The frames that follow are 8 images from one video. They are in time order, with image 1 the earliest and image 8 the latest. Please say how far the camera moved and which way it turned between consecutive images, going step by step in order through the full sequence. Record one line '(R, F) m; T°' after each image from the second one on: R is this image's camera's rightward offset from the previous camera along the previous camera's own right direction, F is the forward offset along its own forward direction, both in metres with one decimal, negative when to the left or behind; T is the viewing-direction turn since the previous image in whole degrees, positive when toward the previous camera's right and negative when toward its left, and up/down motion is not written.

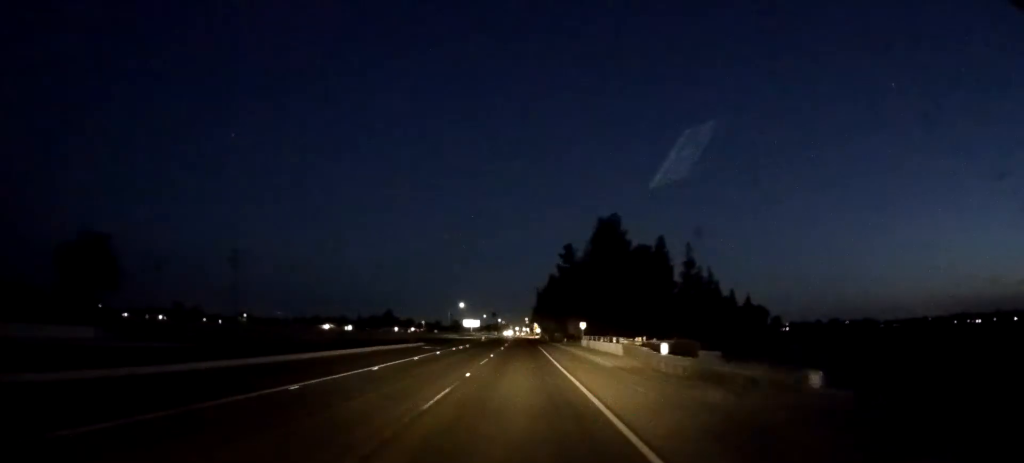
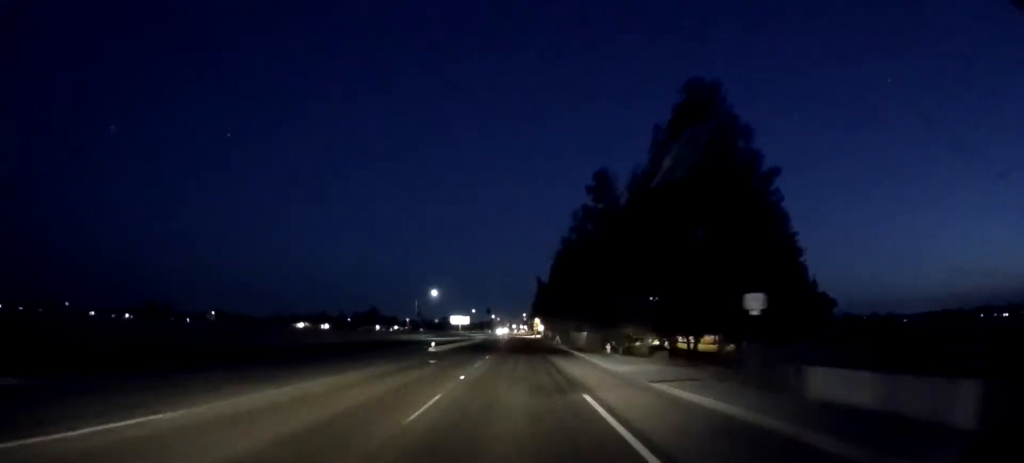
(-1.0, +44.9) m; -1°
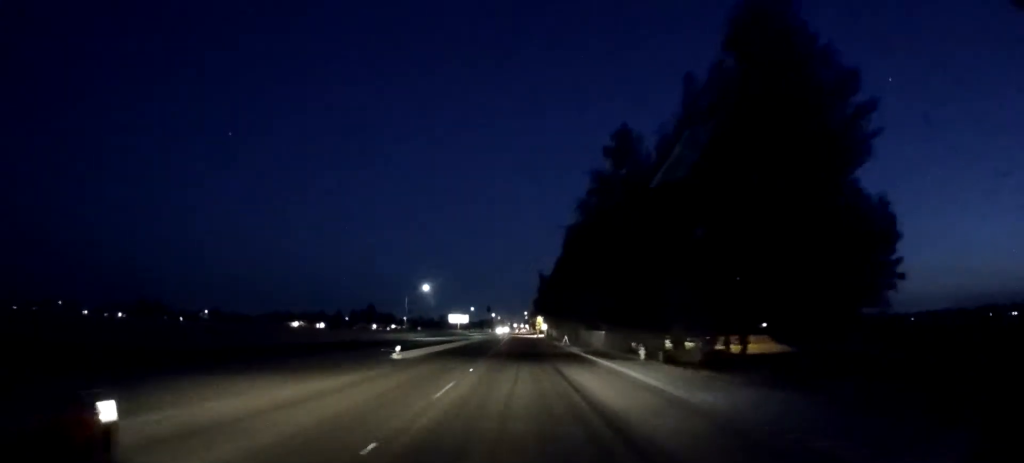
(0.0, +11.2) m; 0°
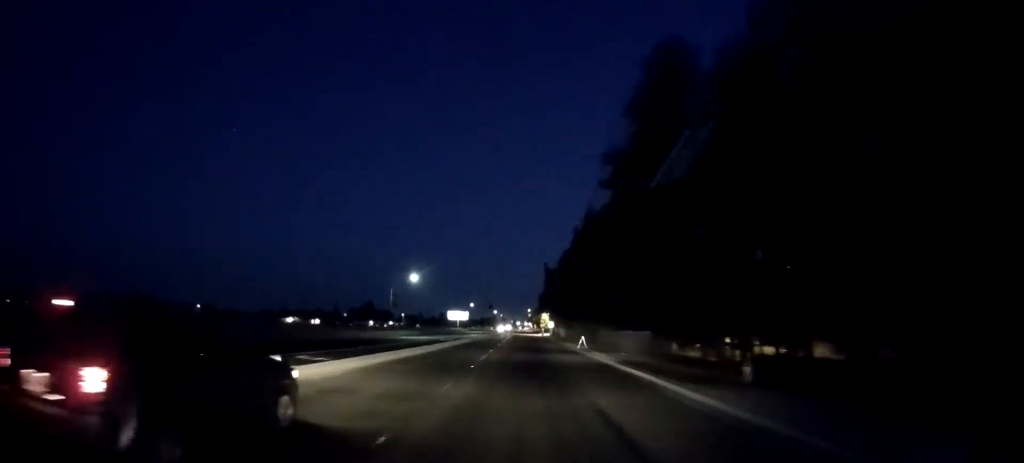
(0.0, +14.2) m; 0°
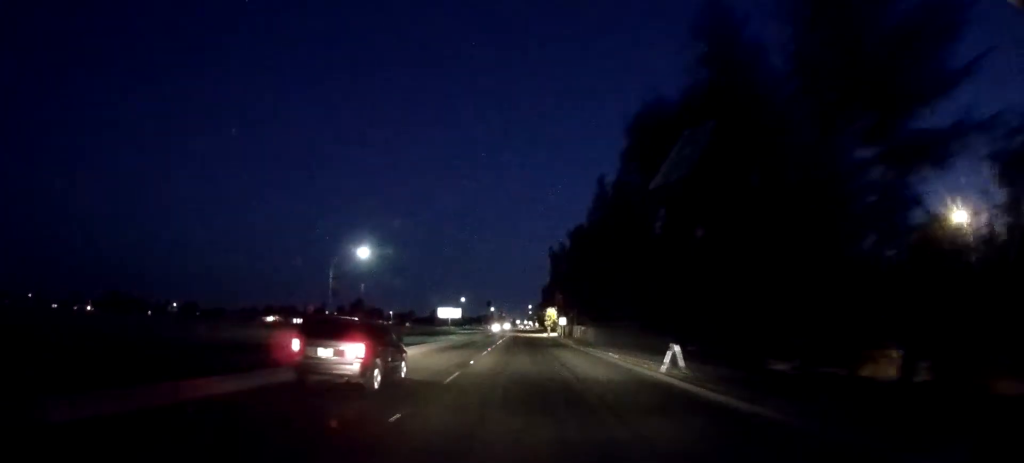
(0.0, +28.4) m; 0°
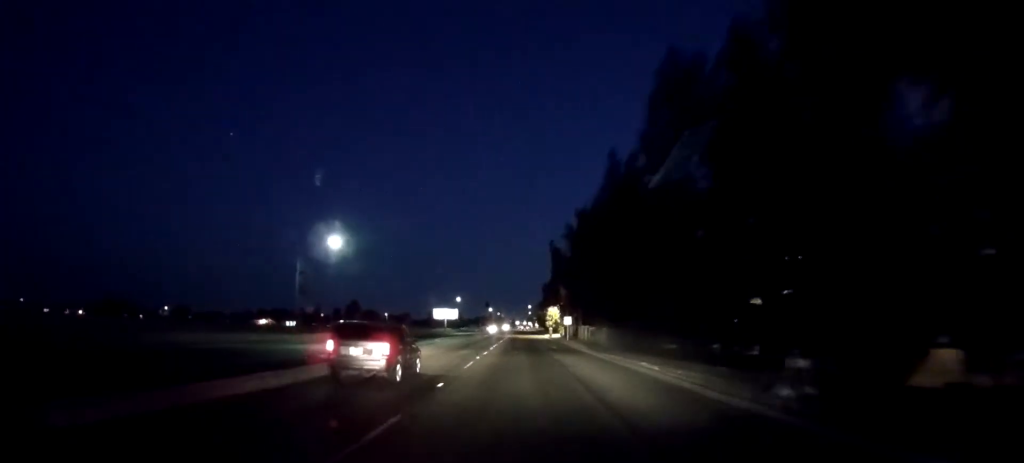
(0.0, +9.0) m; 0°
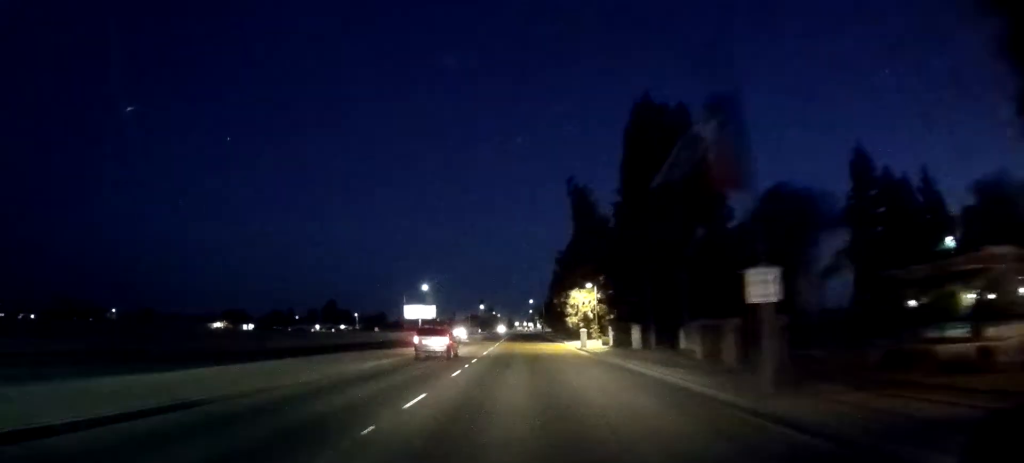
(0.0, +50.3) m; 0°
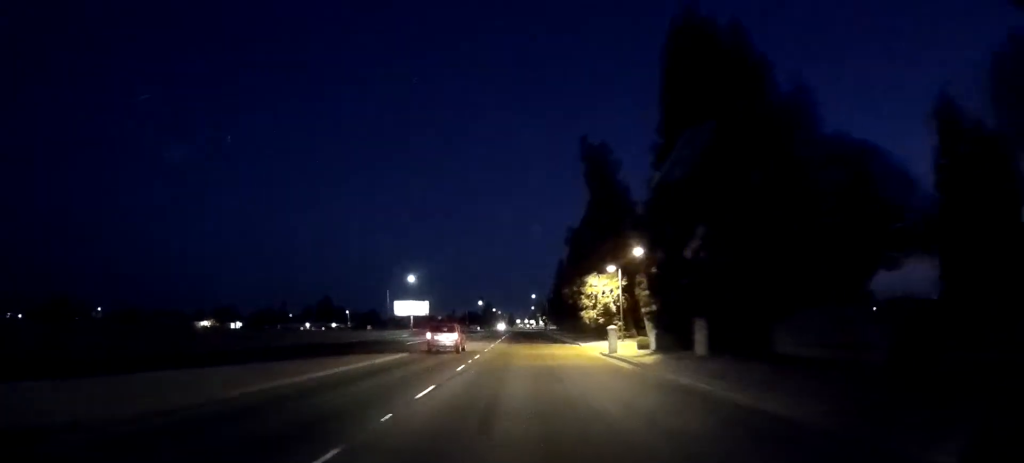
(0.0, +13.5) m; 0°
